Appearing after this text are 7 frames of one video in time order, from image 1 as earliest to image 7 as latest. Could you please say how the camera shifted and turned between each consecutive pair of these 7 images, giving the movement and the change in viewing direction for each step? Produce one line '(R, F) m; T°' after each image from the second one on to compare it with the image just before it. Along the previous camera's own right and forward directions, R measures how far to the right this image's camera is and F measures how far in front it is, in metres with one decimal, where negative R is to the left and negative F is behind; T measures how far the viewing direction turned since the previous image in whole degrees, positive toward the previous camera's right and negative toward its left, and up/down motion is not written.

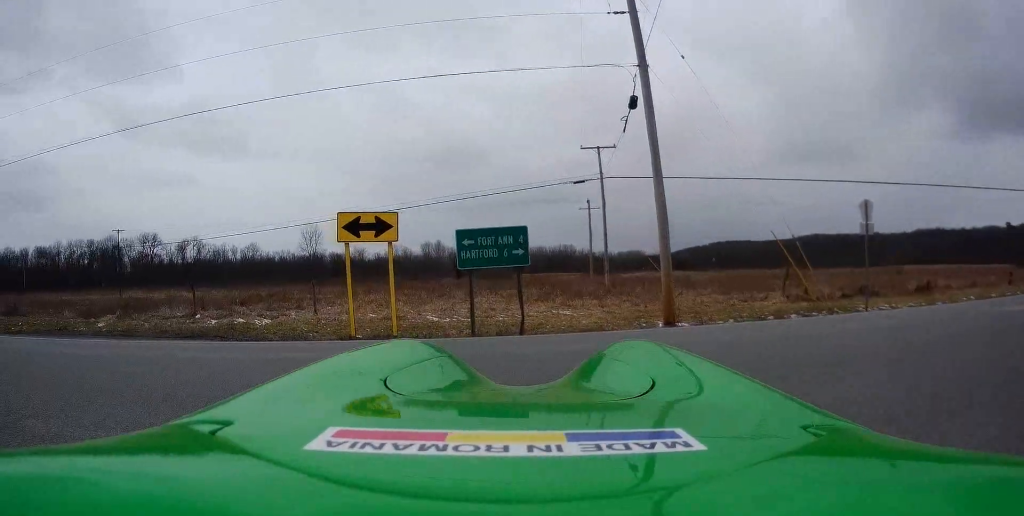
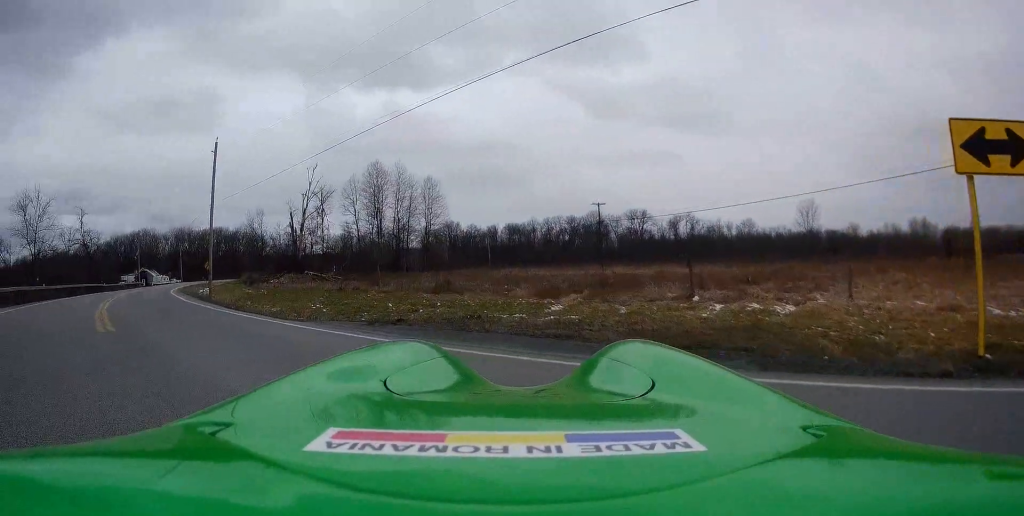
(-2.6, +5.2) m; -32°
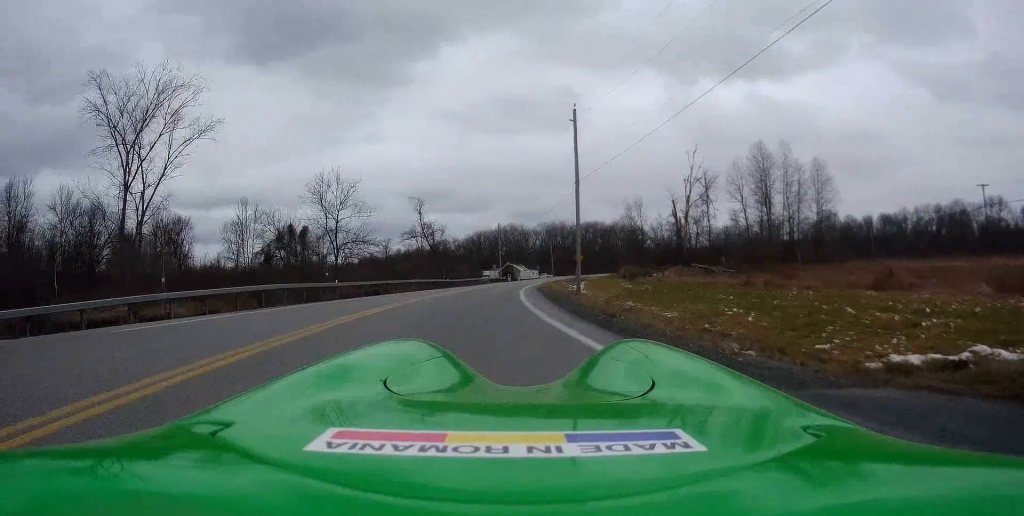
(-2.1, +8.0) m; -29°
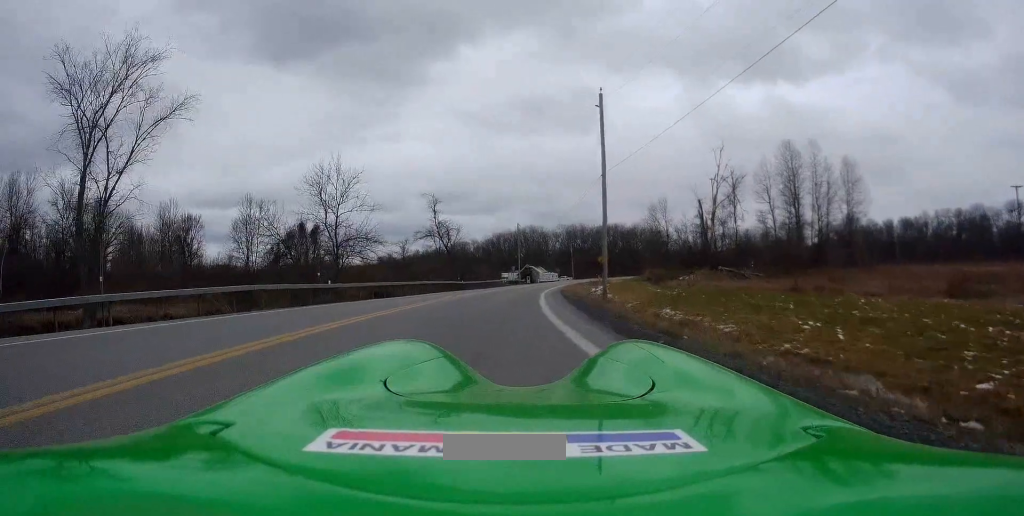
(-0.3, +3.8) m; -5°
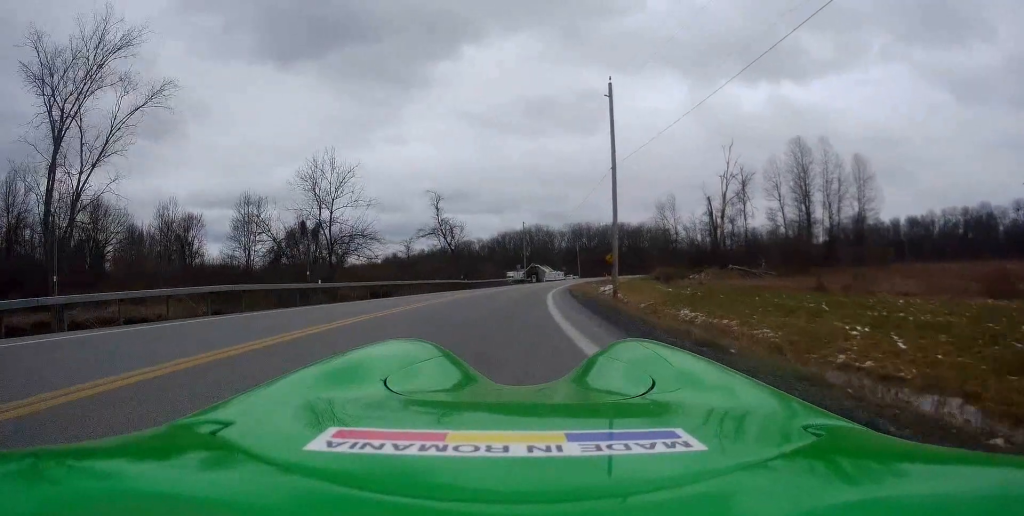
(0.0, +2.0) m; 0°
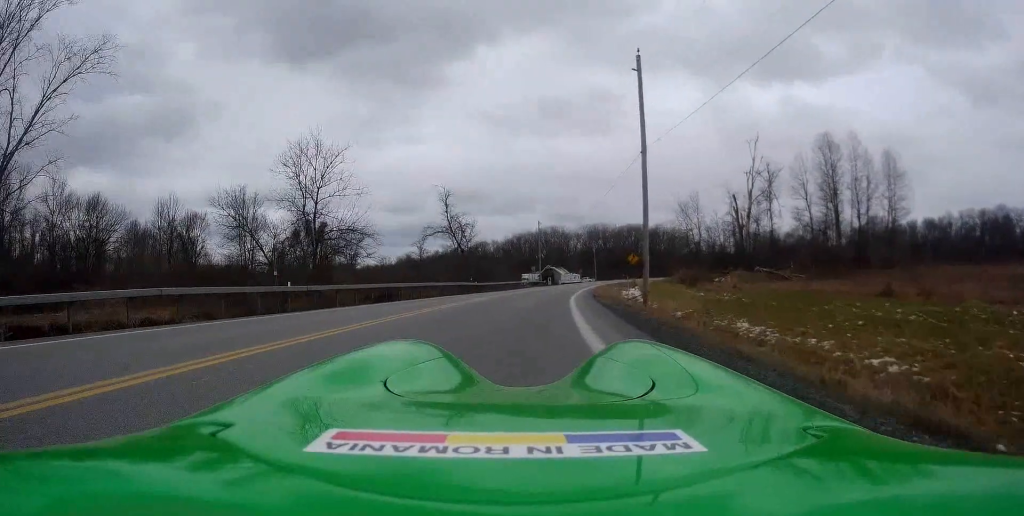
(0.0, +4.7) m; +7°
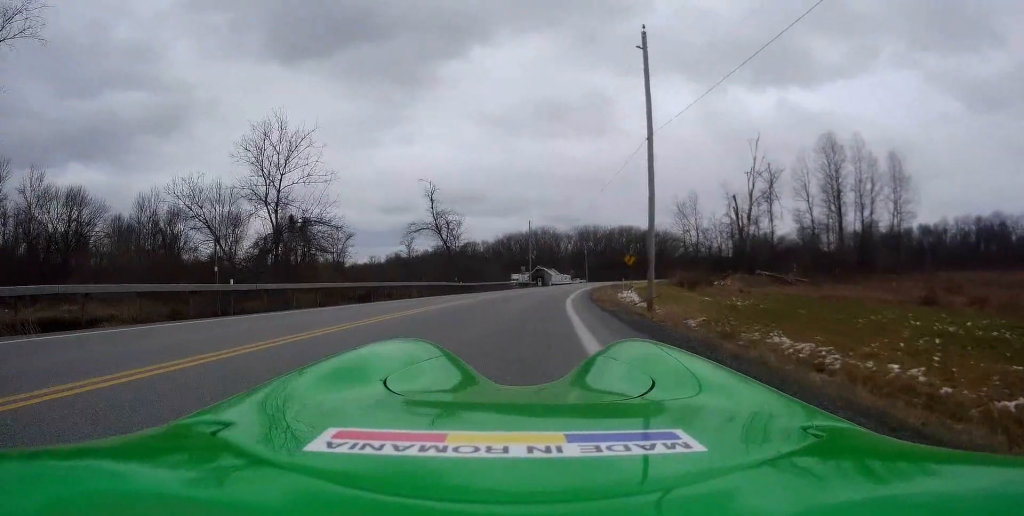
(+0.3, +3.3) m; +5°
